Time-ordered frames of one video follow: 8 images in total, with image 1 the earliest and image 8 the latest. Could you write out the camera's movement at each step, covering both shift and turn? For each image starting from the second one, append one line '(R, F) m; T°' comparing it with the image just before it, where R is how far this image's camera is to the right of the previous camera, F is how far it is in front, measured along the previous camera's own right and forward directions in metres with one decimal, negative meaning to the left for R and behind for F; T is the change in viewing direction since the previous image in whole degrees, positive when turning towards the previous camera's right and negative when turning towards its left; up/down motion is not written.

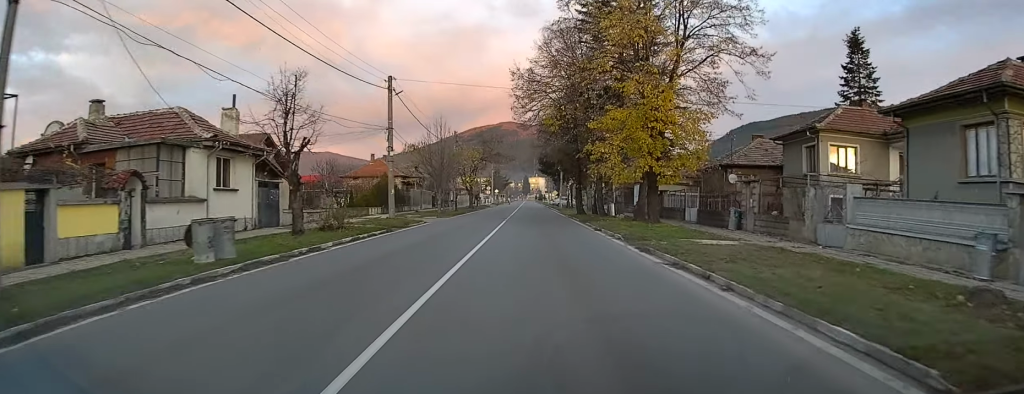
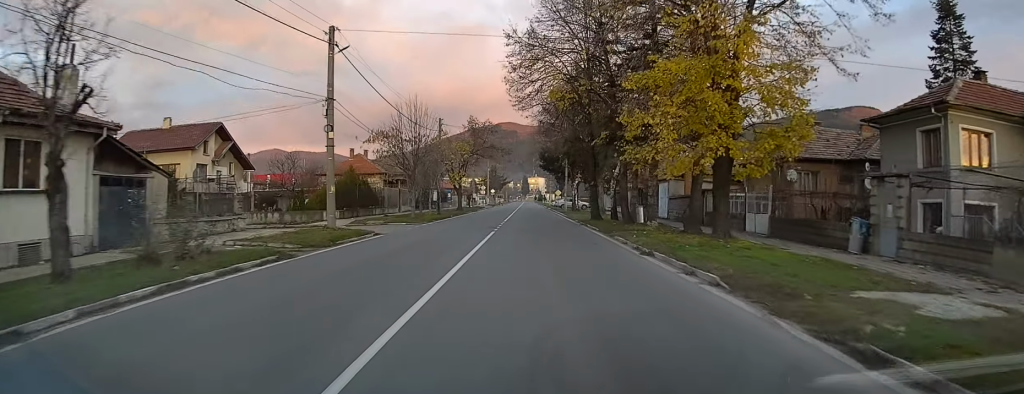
(0.0, +11.2) m; 0°
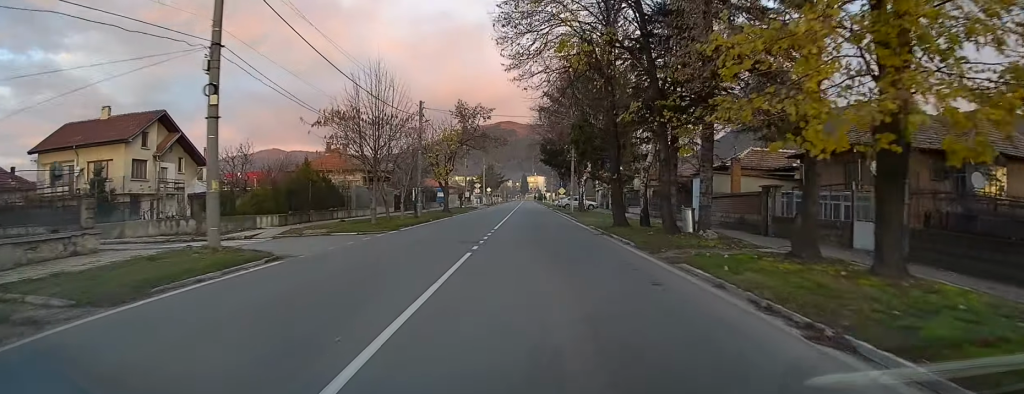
(0.0, +9.8) m; 0°
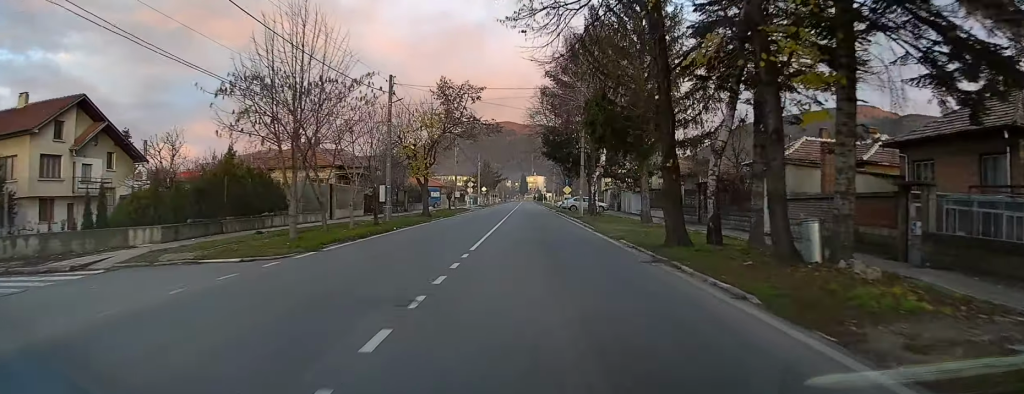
(-0.2, +10.3) m; 0°
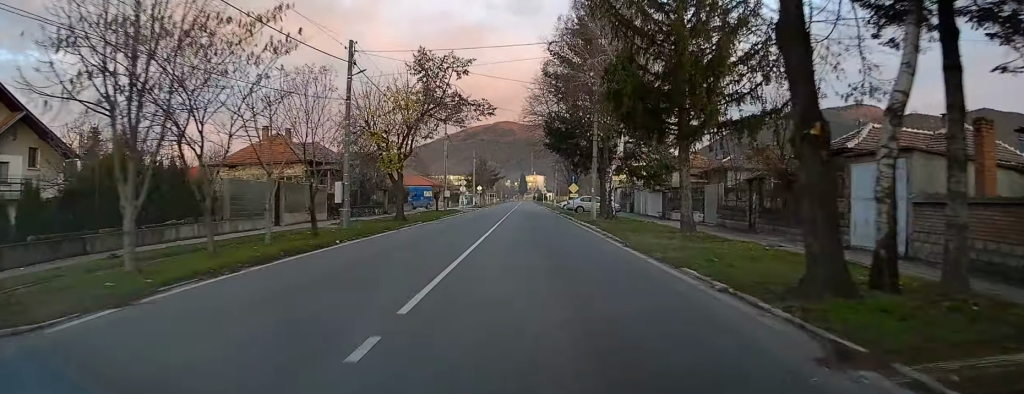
(+0.2, +8.4) m; +1°
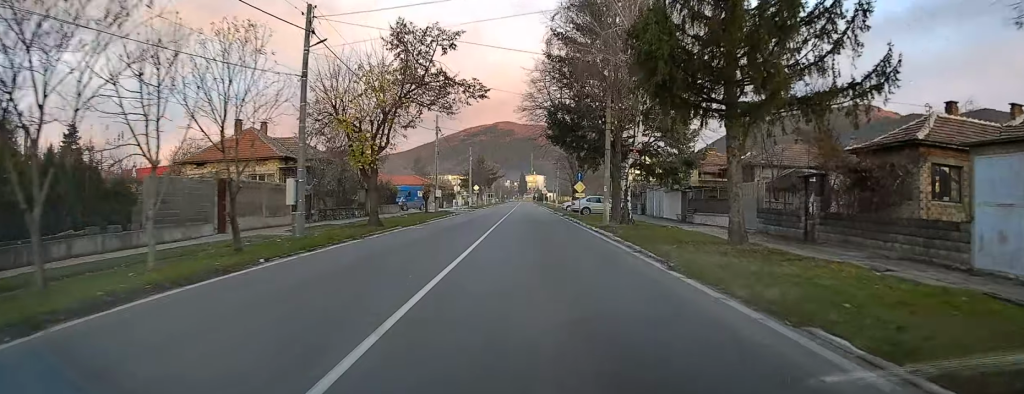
(0.0, +5.8) m; 0°
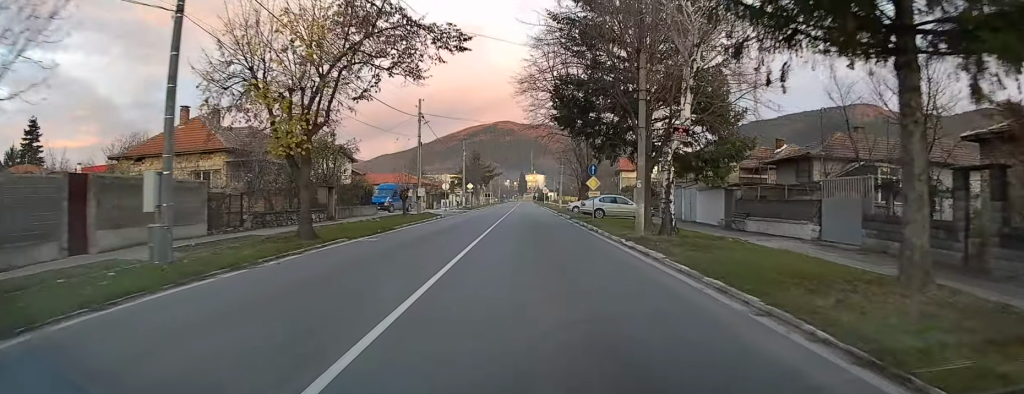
(0.0, +8.8) m; -1°
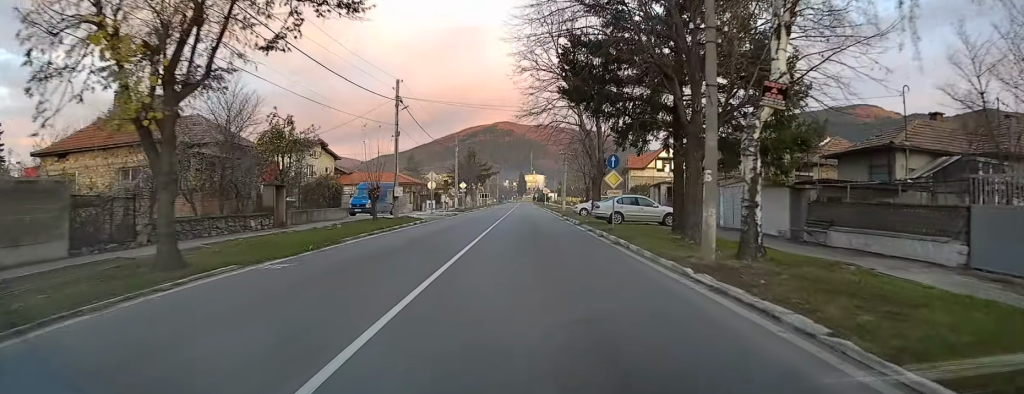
(-0.1, +7.9) m; 0°
